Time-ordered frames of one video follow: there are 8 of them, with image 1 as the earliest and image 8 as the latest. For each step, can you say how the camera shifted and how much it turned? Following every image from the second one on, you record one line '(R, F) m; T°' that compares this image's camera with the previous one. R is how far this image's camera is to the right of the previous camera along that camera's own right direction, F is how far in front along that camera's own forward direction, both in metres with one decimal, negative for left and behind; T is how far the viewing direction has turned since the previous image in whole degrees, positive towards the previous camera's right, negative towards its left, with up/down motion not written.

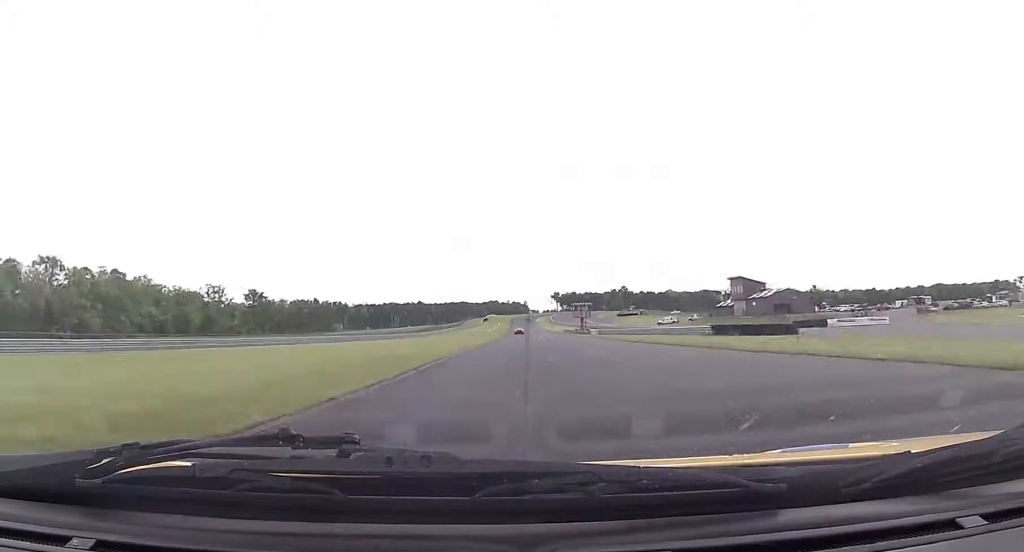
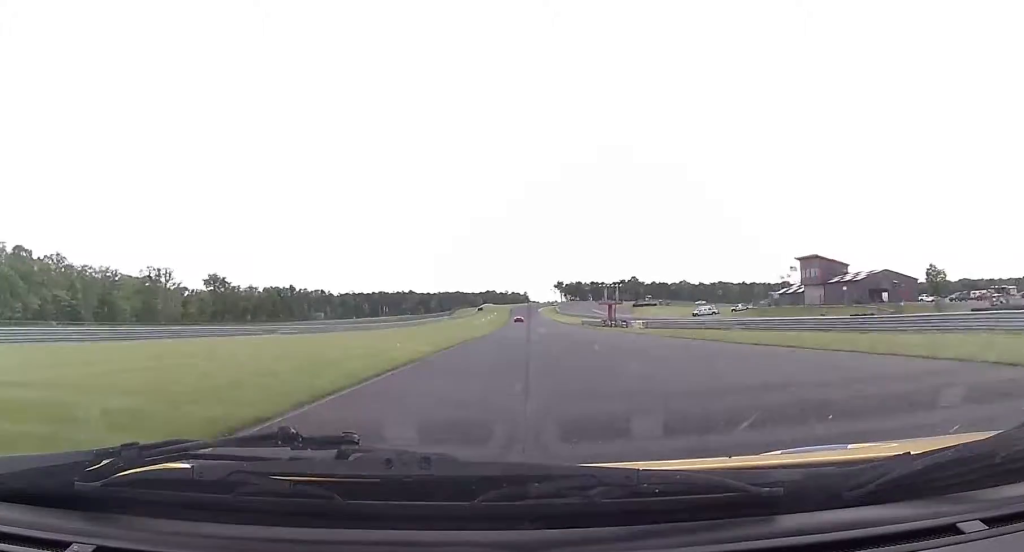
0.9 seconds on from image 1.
(+0.5, +45.2) m; 0°
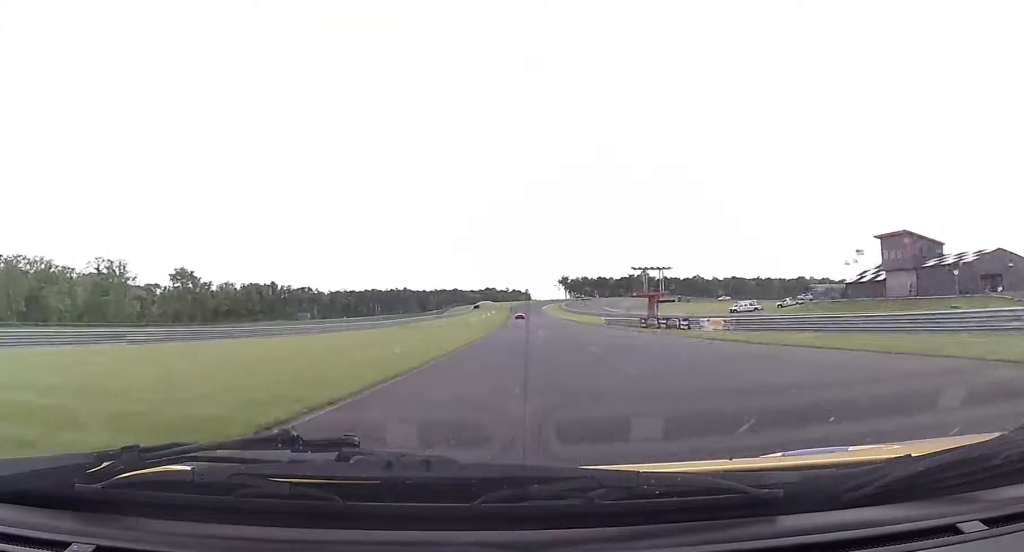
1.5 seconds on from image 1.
(0.0, +31.4) m; 0°
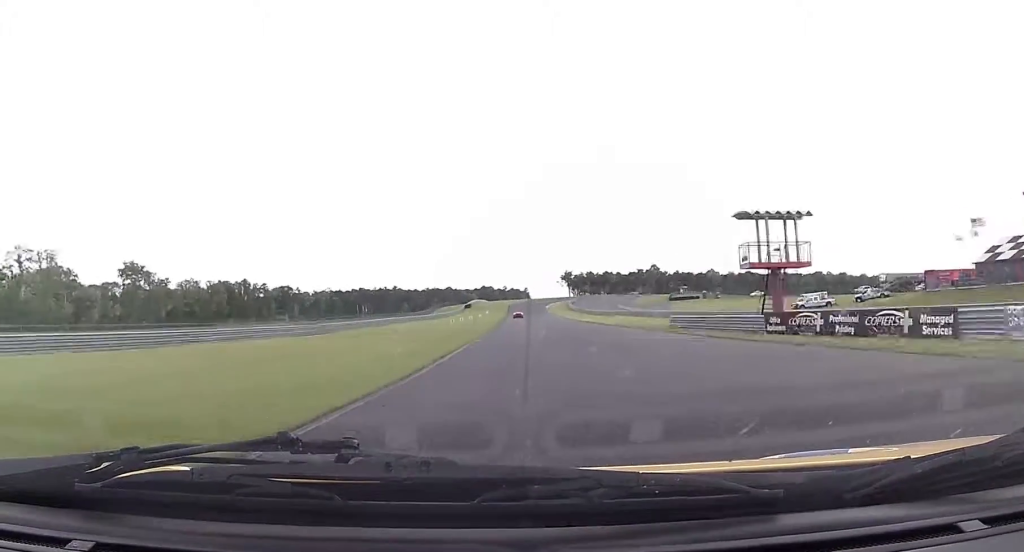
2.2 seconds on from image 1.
(-0.1, +36.5) m; -1°
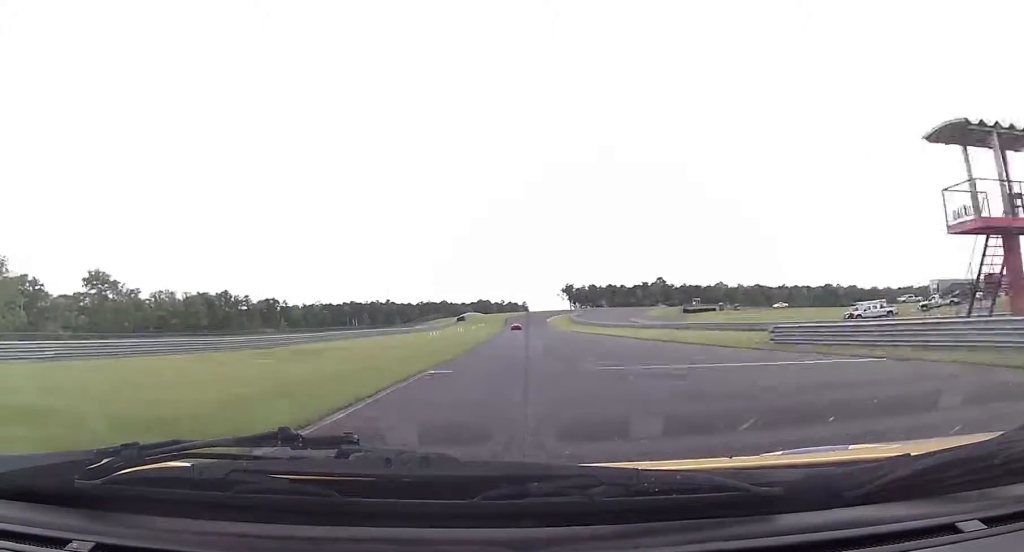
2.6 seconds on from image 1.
(-0.2, +20.2) m; 0°
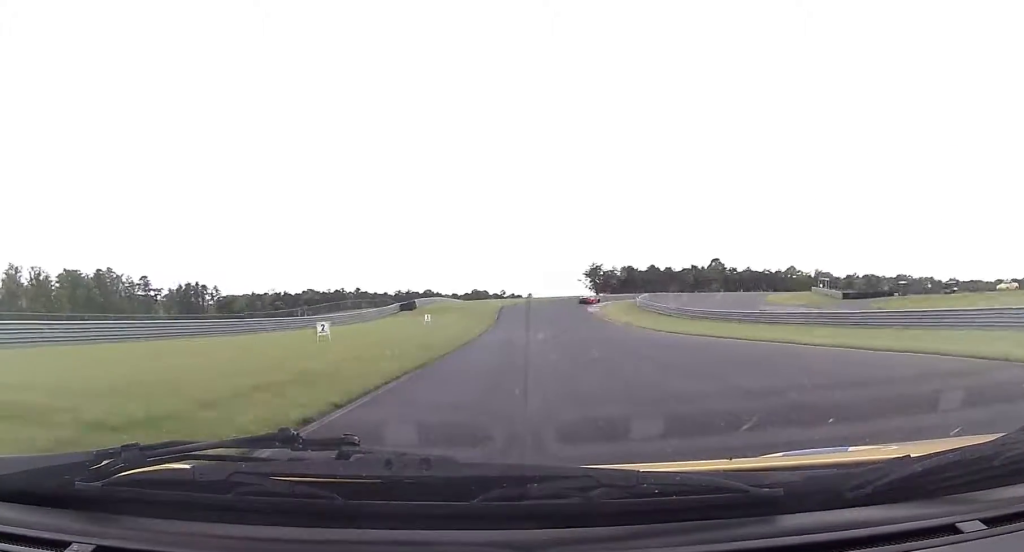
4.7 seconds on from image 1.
(+0.8, +95.7) m; +1°
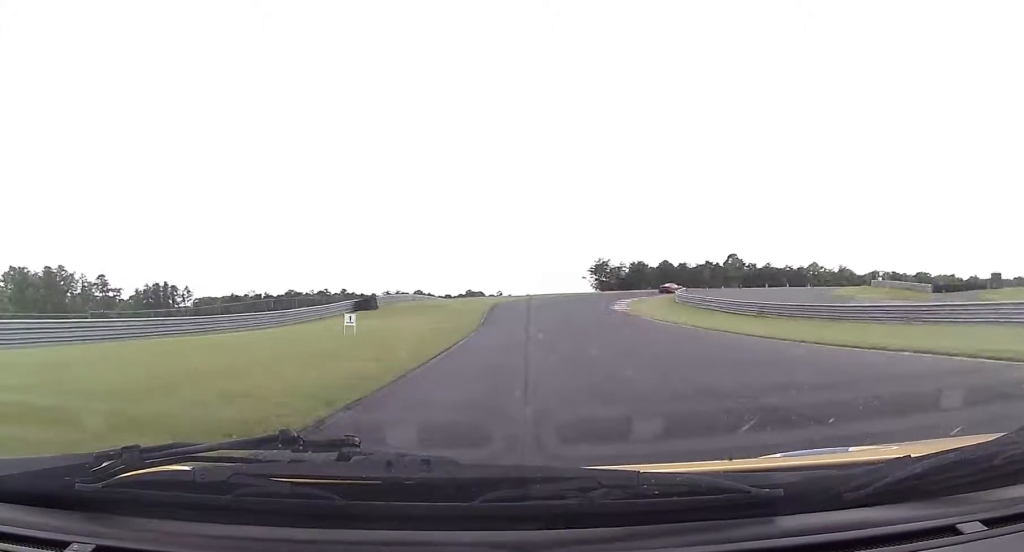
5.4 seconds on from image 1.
(-0.1, +24.1) m; +1°
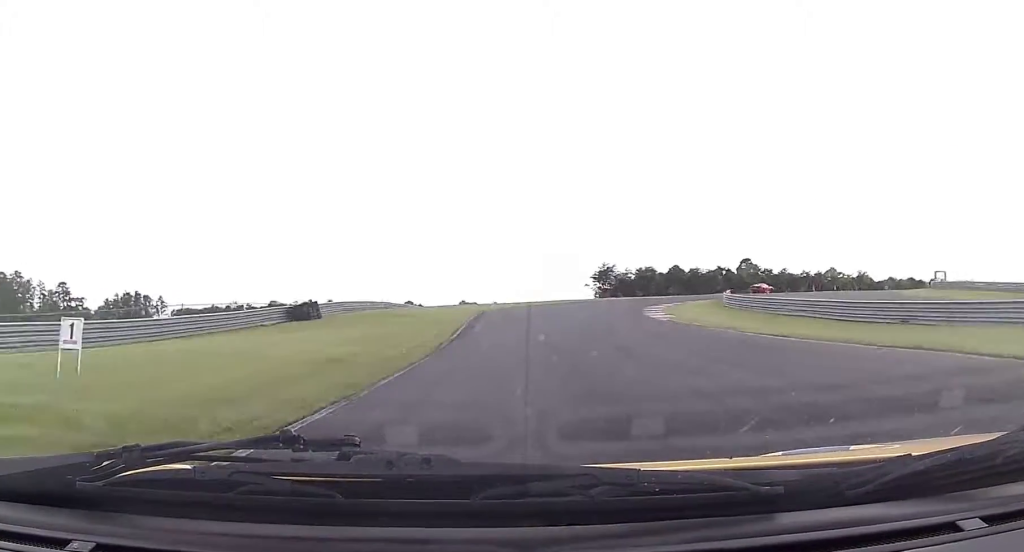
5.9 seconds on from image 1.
(-0.2, +18.3) m; +2°
